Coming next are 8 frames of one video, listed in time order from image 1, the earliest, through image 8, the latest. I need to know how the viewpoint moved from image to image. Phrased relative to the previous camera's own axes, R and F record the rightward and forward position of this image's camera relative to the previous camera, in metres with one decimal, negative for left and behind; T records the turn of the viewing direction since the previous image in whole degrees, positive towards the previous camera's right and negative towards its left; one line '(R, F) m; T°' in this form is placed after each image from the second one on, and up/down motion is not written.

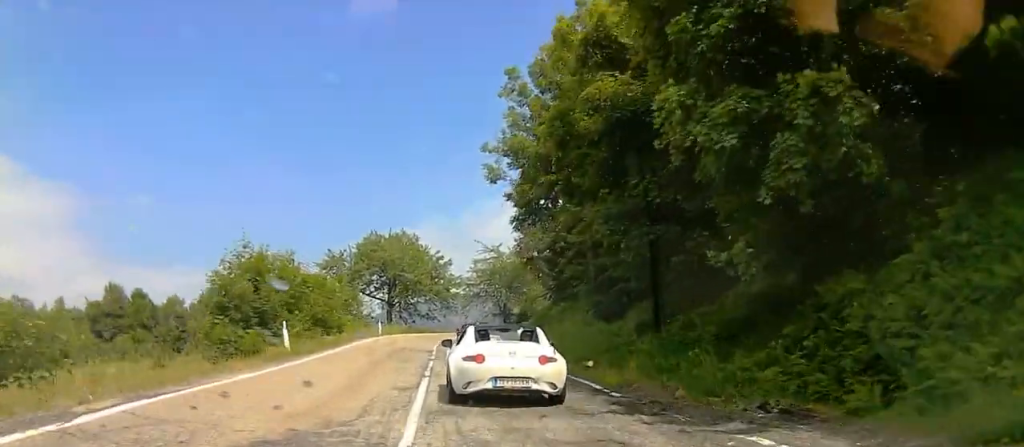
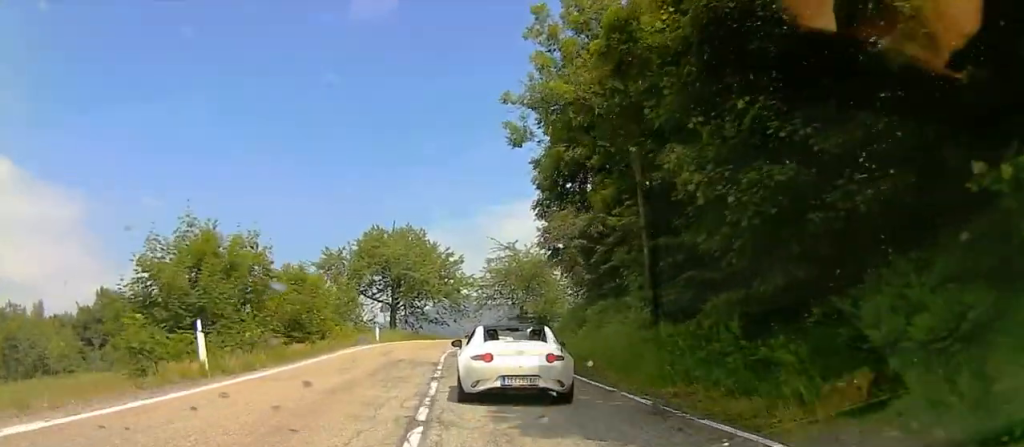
(-0.1, +7.1) m; -1°
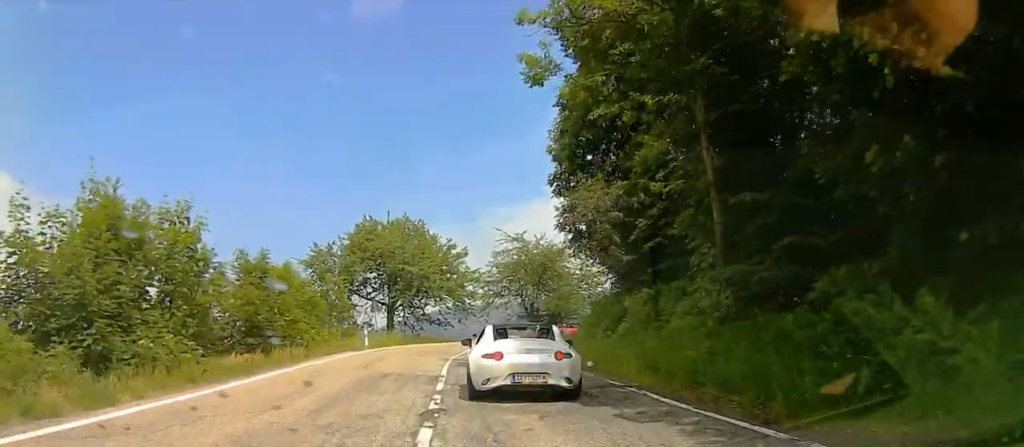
(-0.1, +6.6) m; -1°
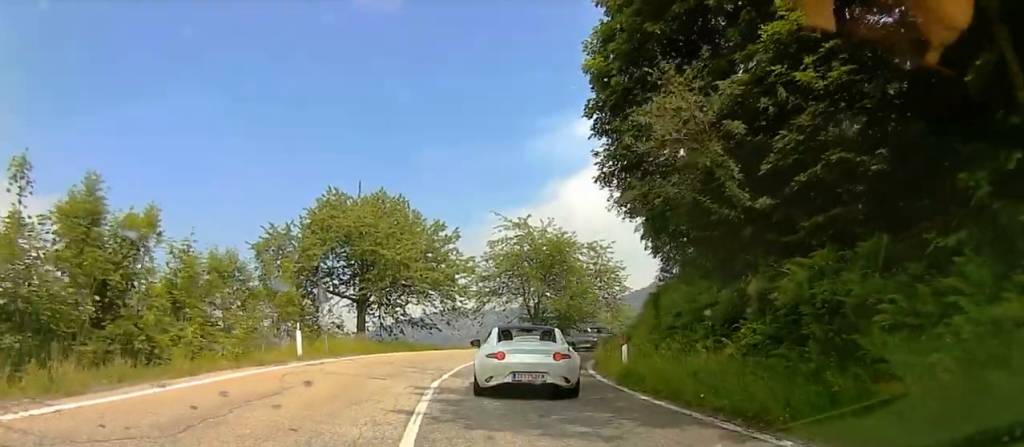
(+0.2, +10.4) m; +2°
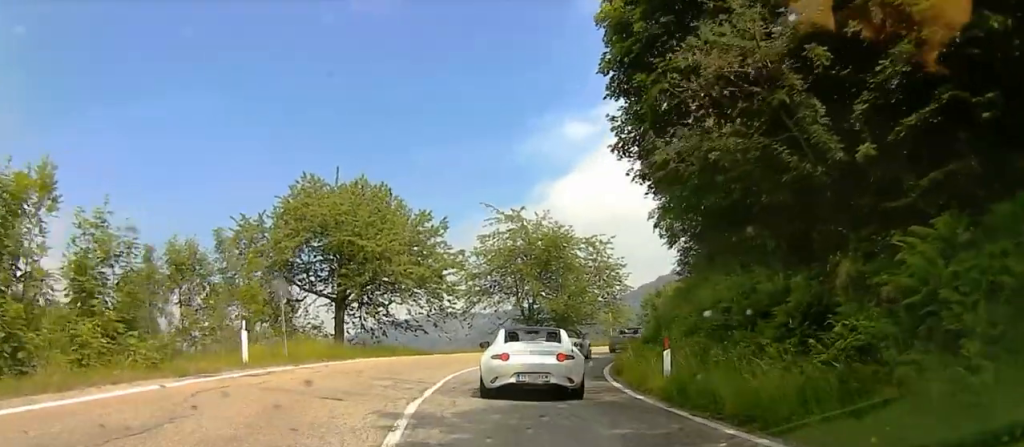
(+0.2, +3.4) m; 0°
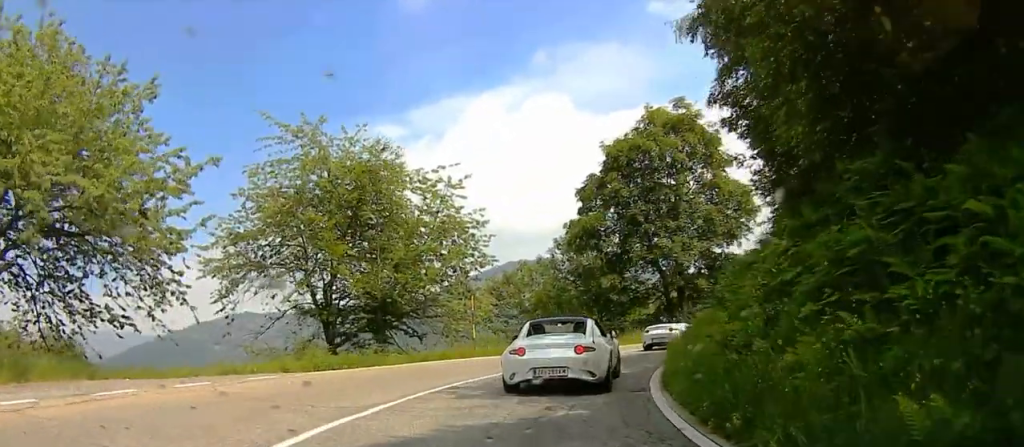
(-0.1, +19.7) m; +12°
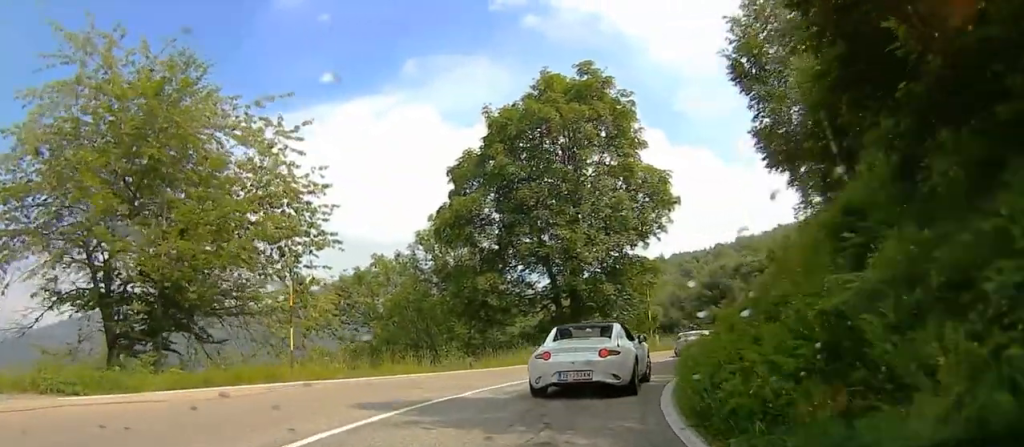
(+1.6, +9.3) m; +13°
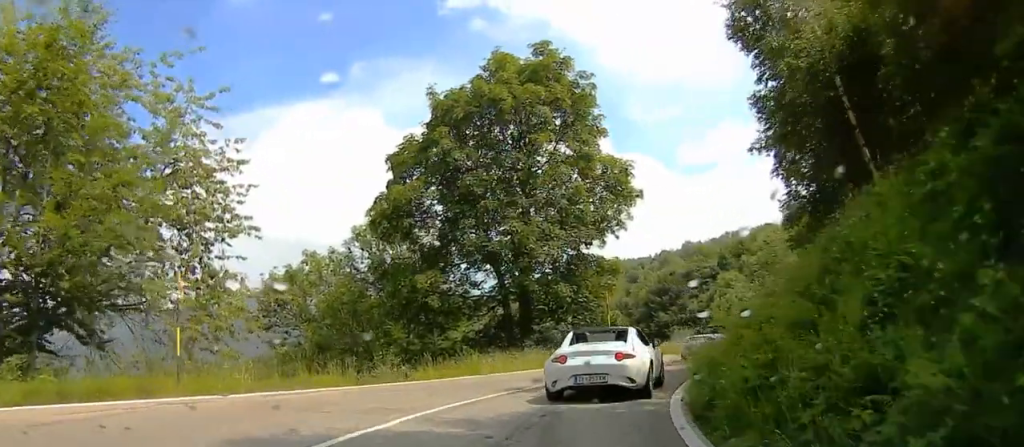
(+0.1, +3.6) m; +3°
